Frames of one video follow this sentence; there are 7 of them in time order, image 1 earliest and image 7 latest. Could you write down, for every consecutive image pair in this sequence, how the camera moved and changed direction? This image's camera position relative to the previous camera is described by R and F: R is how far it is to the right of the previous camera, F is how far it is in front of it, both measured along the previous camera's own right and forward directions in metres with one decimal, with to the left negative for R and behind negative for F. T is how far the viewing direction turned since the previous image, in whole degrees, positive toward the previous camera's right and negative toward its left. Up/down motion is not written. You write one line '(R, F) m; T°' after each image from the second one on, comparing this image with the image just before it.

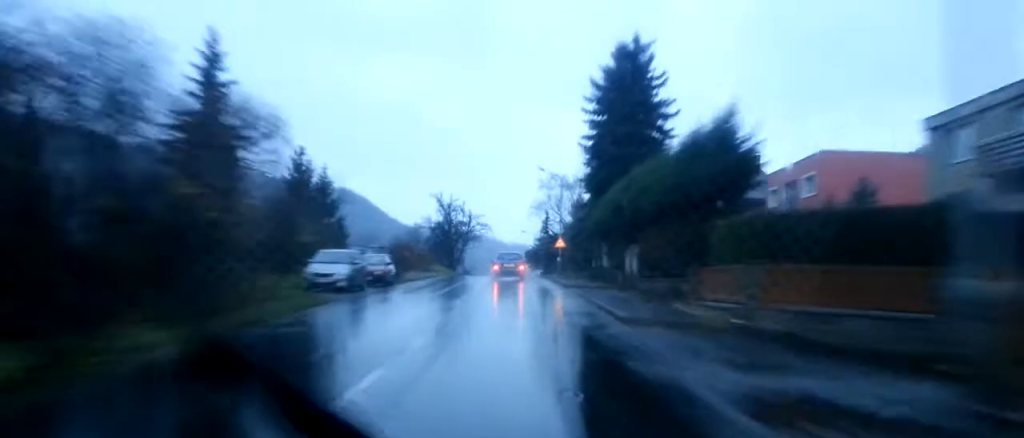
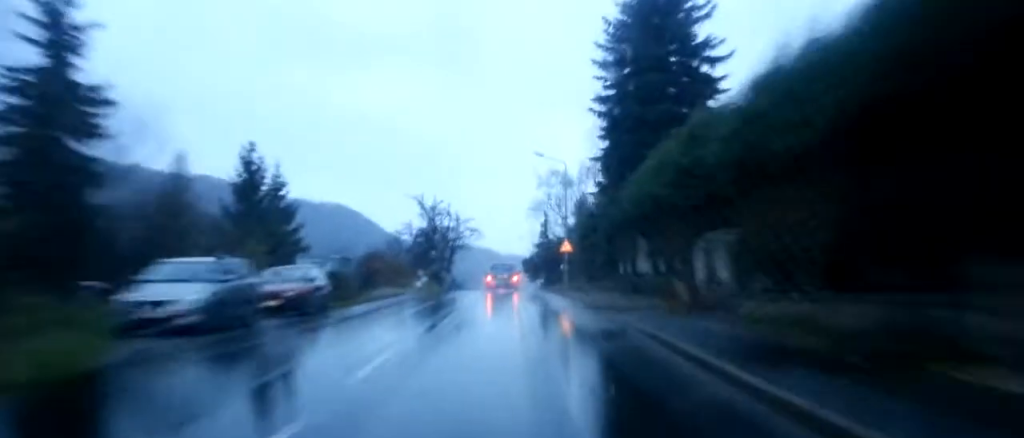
(+0.4, +12.1) m; 0°
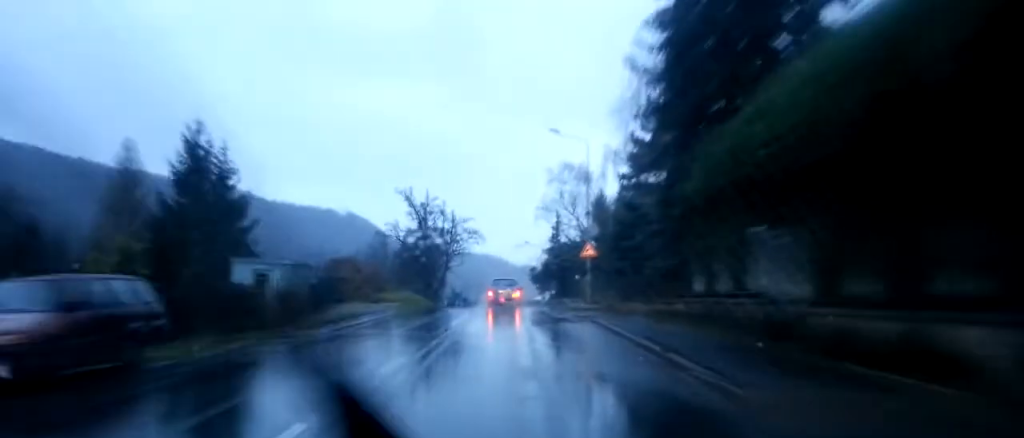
(0.0, +11.9) m; 0°
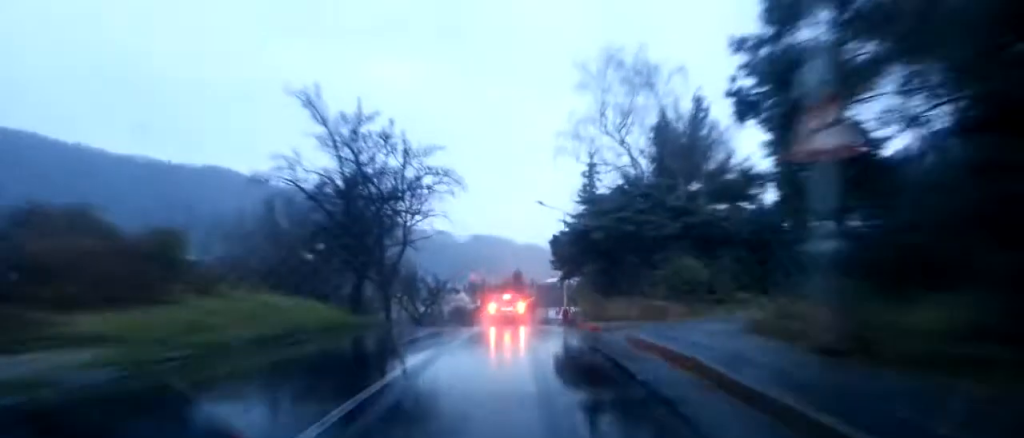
(-0.2, +29.6) m; -1°
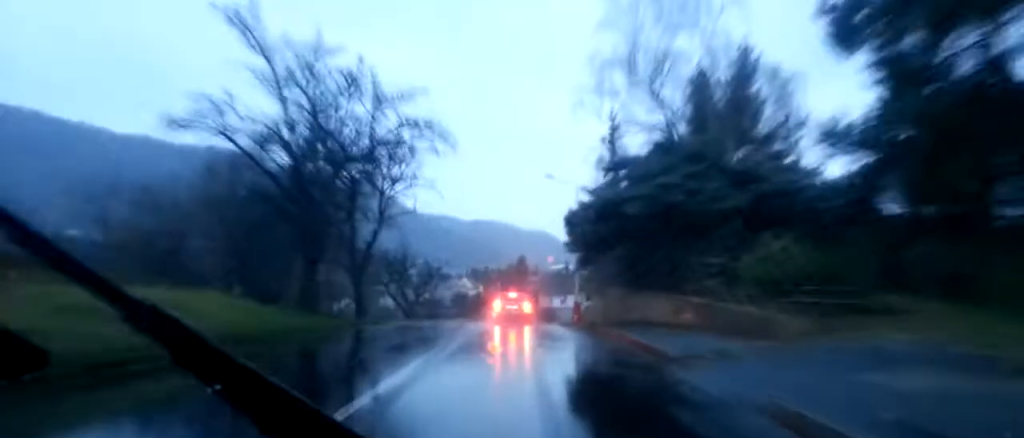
(-0.1, +8.2) m; -1°
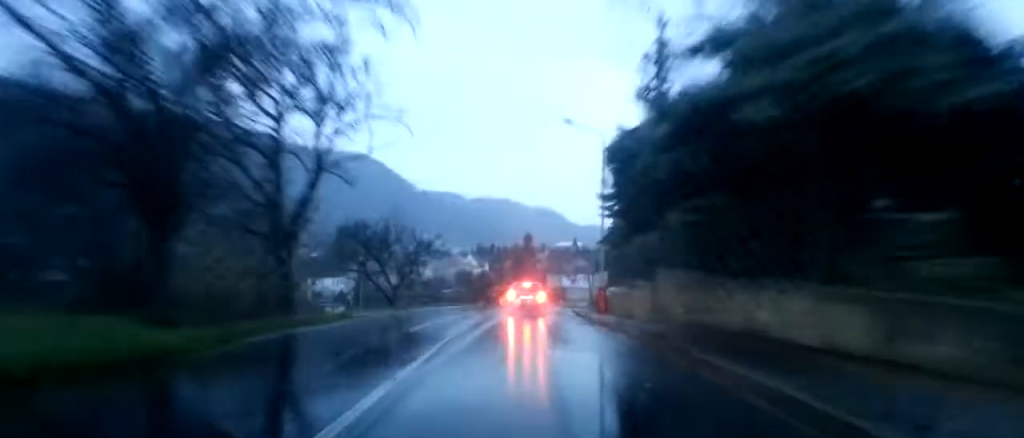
(-0.2, +11.0) m; 0°
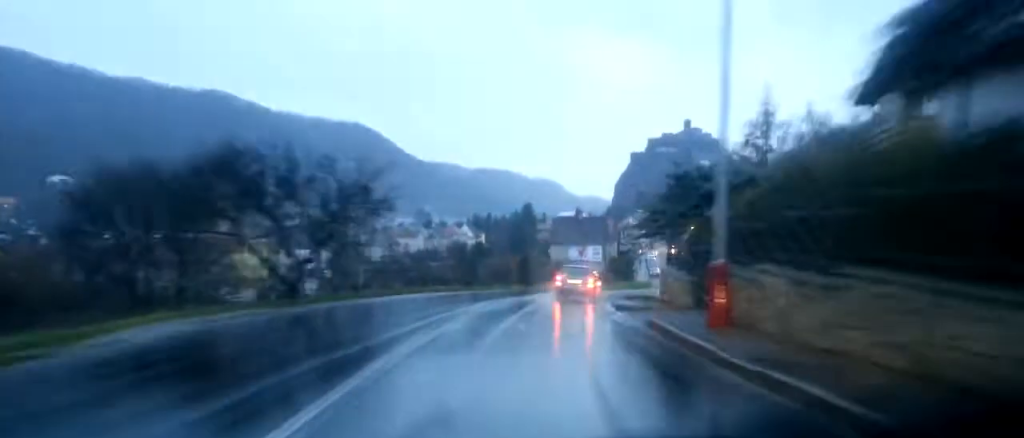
(+0.2, +20.3) m; 0°
